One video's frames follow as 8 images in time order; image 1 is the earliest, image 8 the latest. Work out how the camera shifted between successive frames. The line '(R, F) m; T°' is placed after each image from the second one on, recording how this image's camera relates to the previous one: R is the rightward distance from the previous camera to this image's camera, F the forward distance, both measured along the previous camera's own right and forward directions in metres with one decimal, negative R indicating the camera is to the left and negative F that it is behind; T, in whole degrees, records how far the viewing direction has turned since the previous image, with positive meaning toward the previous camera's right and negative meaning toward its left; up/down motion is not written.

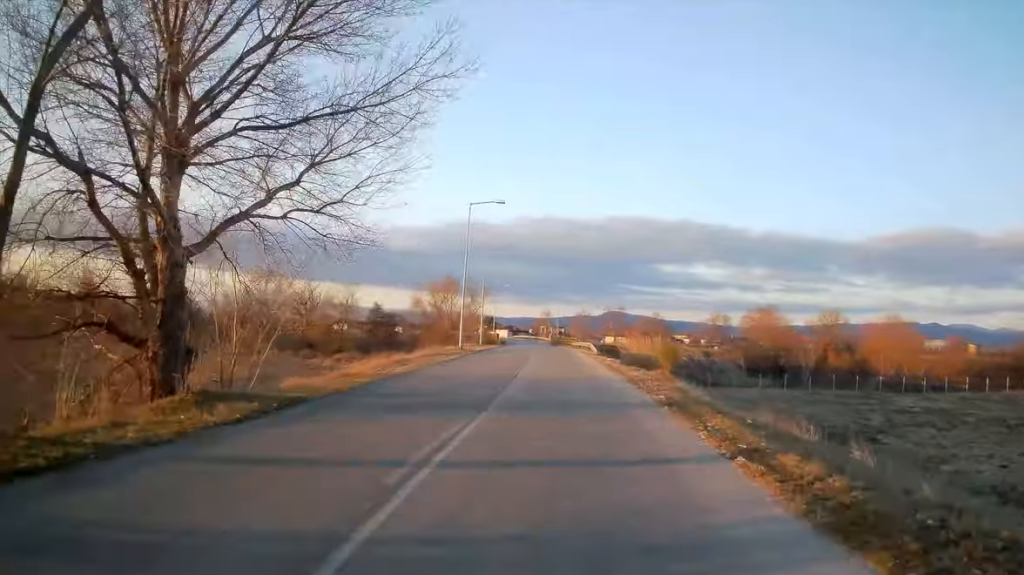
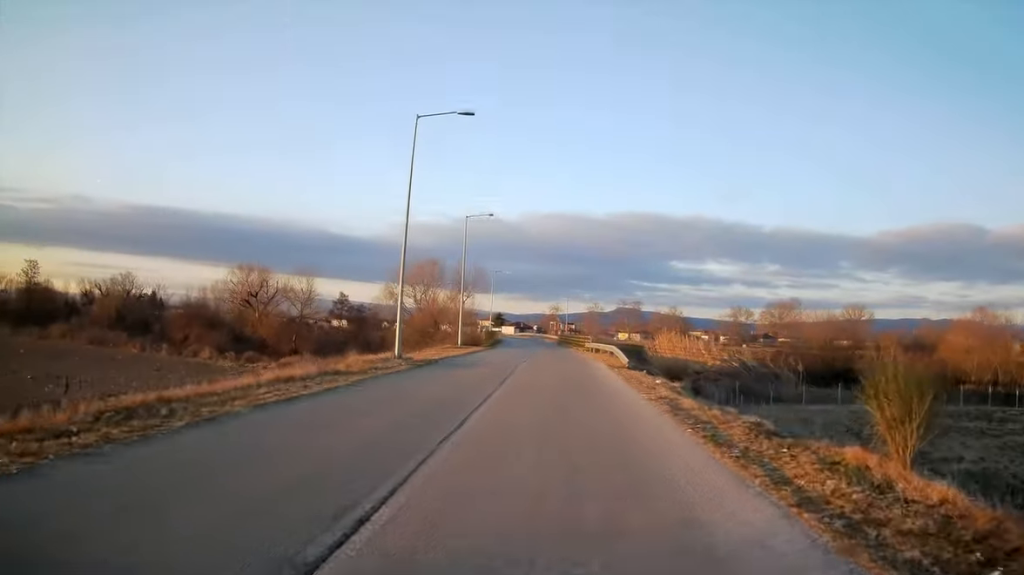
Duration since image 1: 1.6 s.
(+0.2, +18.8) m; 0°
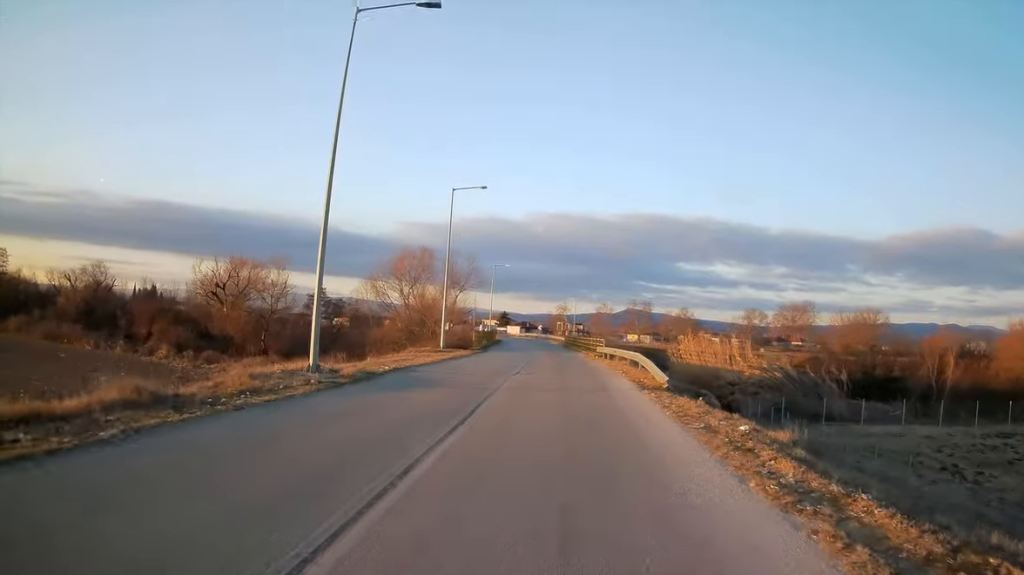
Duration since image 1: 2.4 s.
(-0.1, +9.6) m; -1°
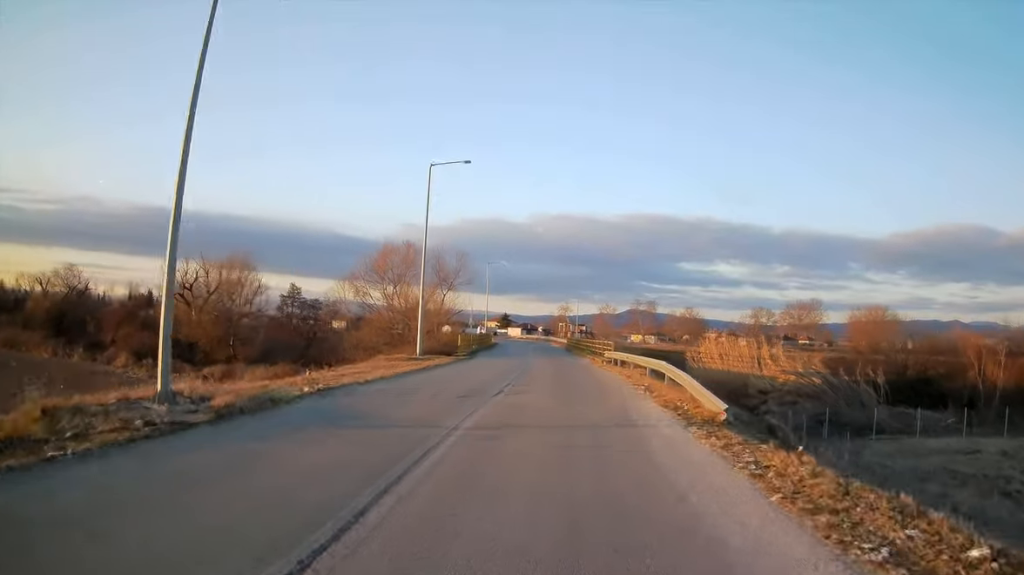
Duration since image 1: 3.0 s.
(-0.1, +6.9) m; -1°
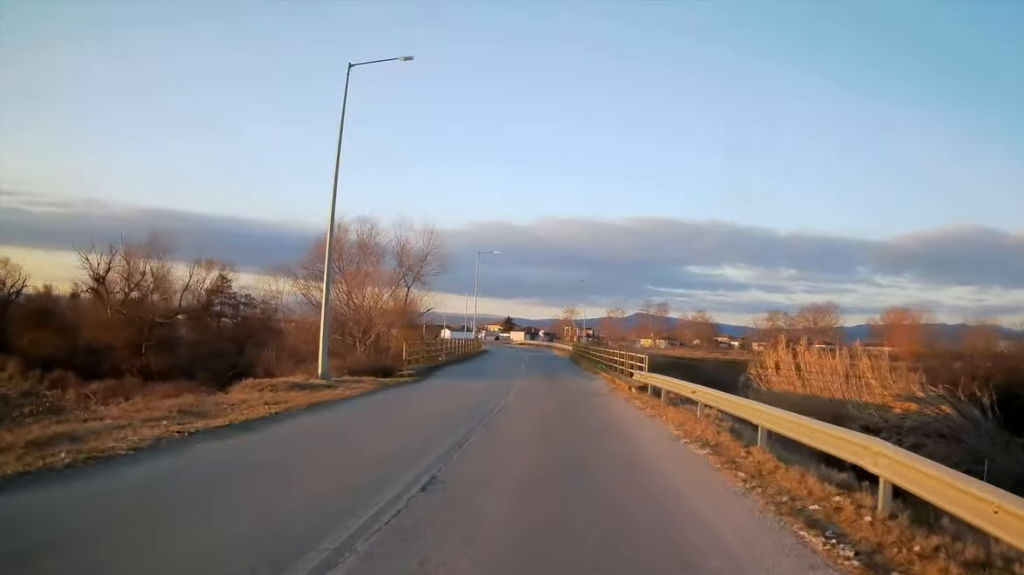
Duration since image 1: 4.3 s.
(-0.2, +14.0) m; -1°
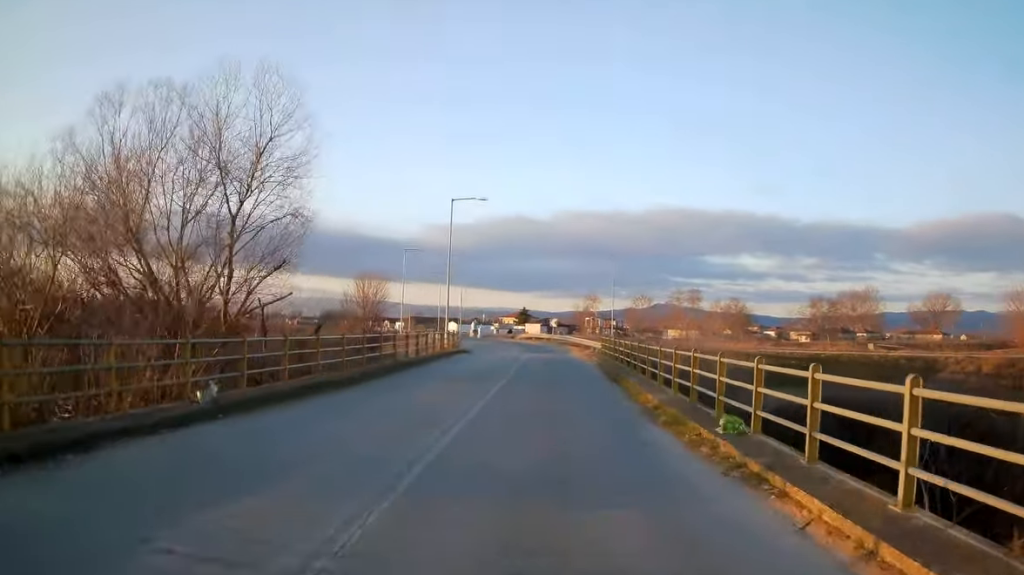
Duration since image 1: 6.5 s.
(0.0, +24.6) m; -1°
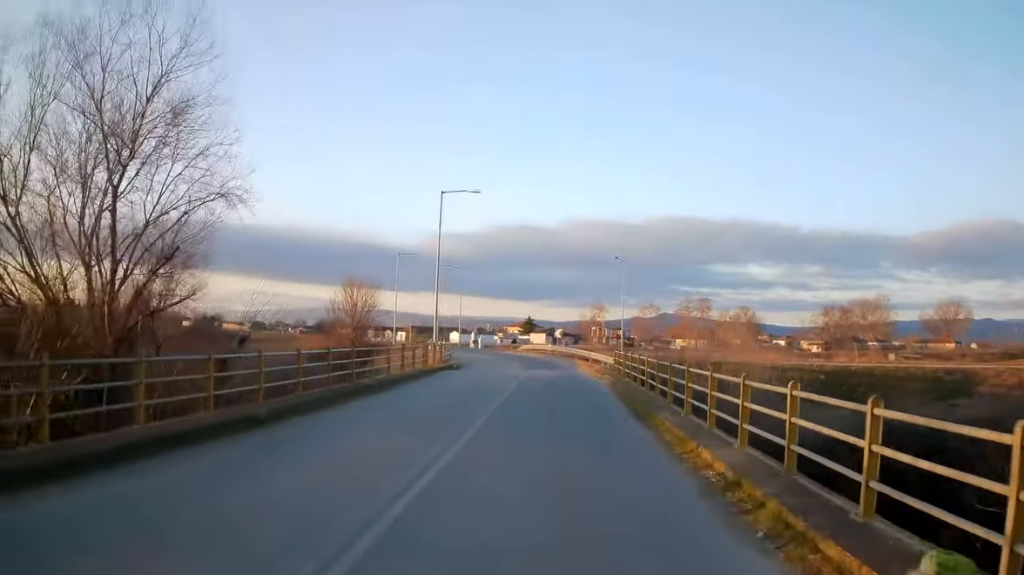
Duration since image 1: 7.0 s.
(0.0, +5.9) m; 0°
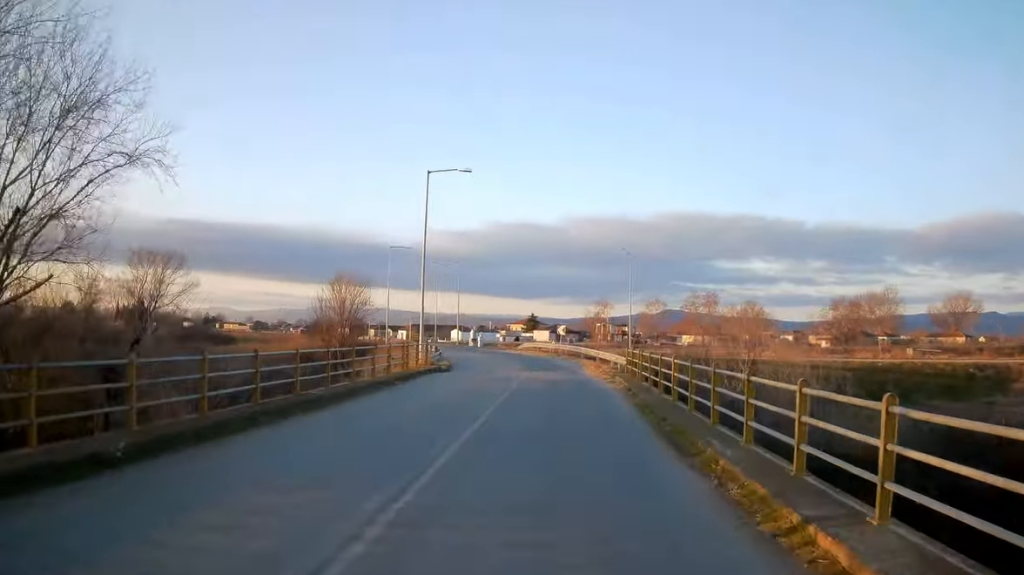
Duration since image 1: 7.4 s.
(0.0, +4.7) m; 0°
